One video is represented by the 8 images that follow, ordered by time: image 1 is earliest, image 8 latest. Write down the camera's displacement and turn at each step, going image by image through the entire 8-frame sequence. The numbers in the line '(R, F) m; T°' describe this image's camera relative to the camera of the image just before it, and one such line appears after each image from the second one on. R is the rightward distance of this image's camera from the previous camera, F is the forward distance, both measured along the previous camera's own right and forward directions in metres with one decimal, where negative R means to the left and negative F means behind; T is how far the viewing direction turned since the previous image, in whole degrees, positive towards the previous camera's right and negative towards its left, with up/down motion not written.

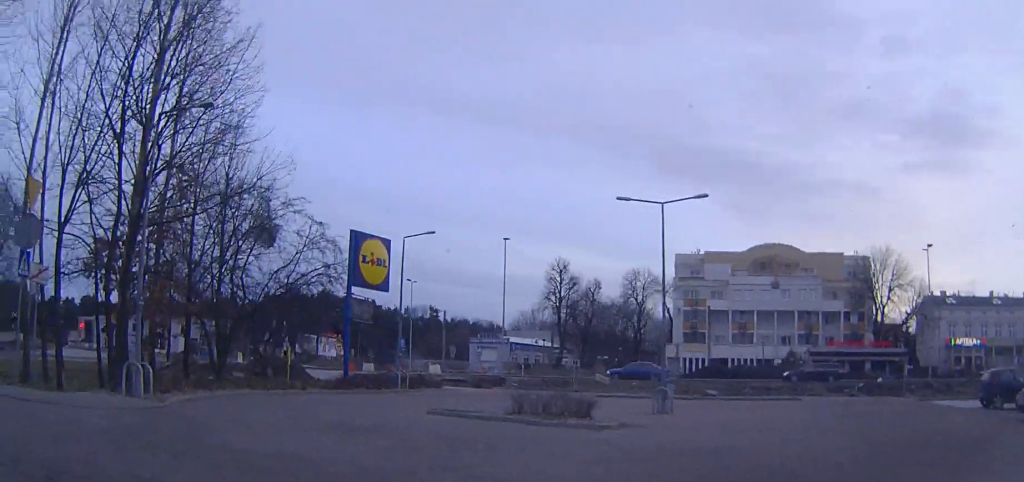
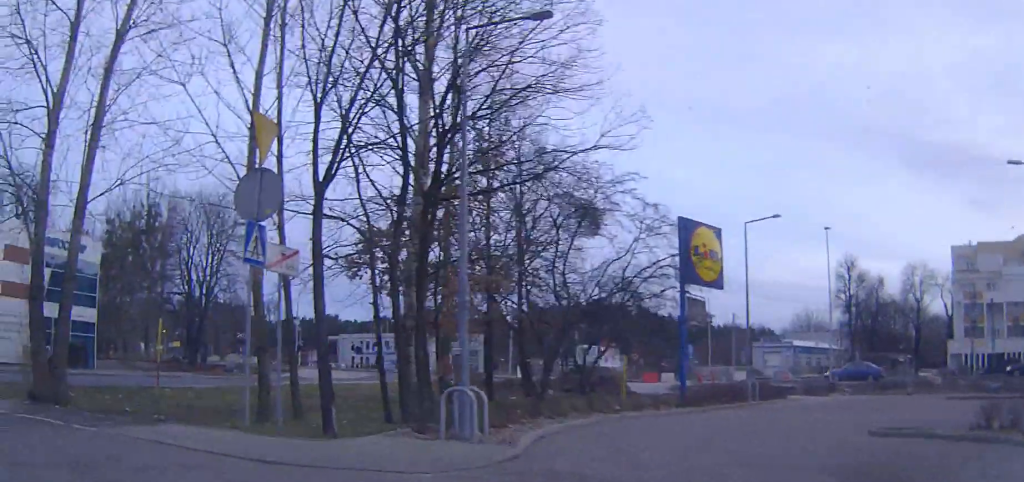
(-0.7, +5.7) m; -17°
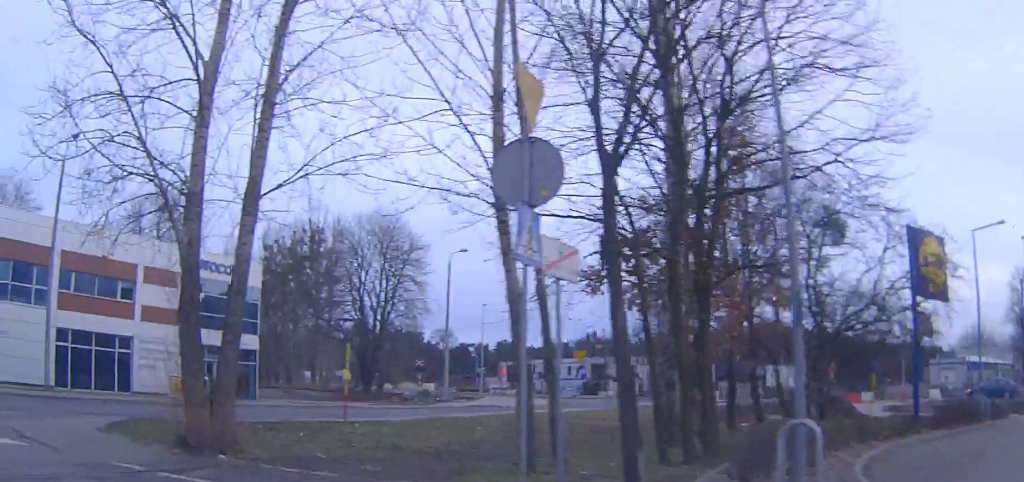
(-0.3, +3.1) m; -12°
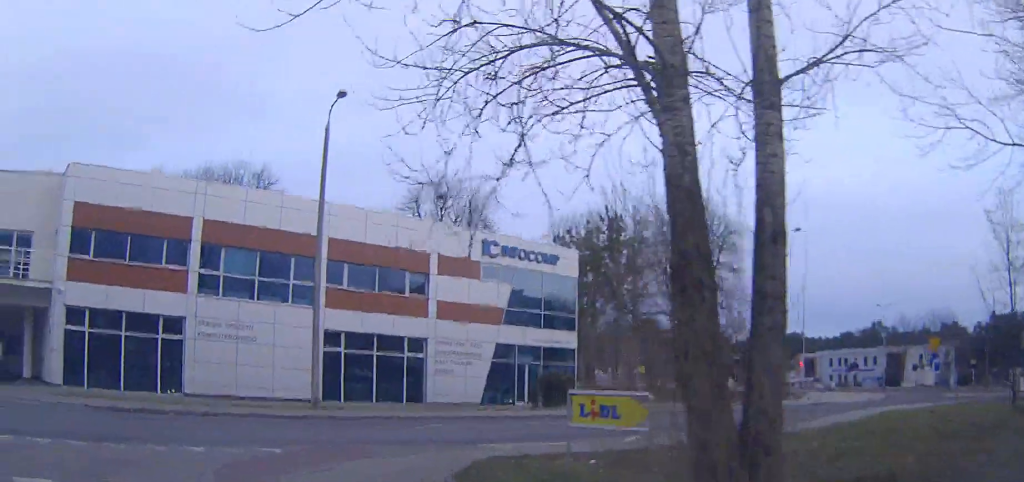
(-1.2, +5.5) m; -23°
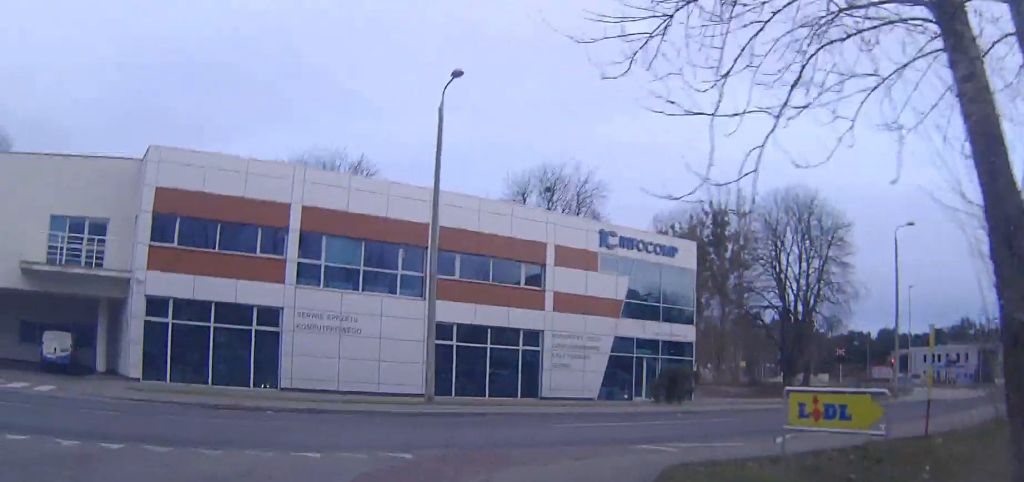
(-0.2, +2.1) m; -9°
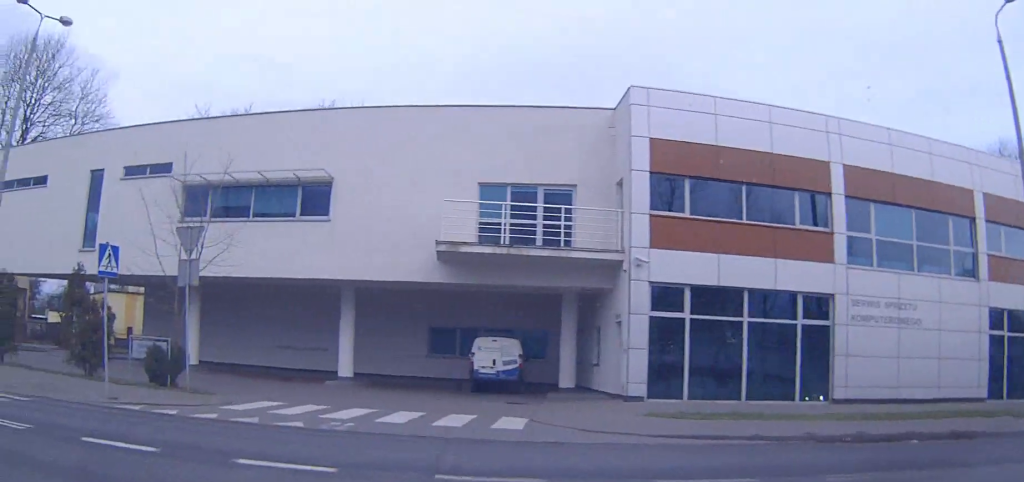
(-2.2, +7.8) m; -32°
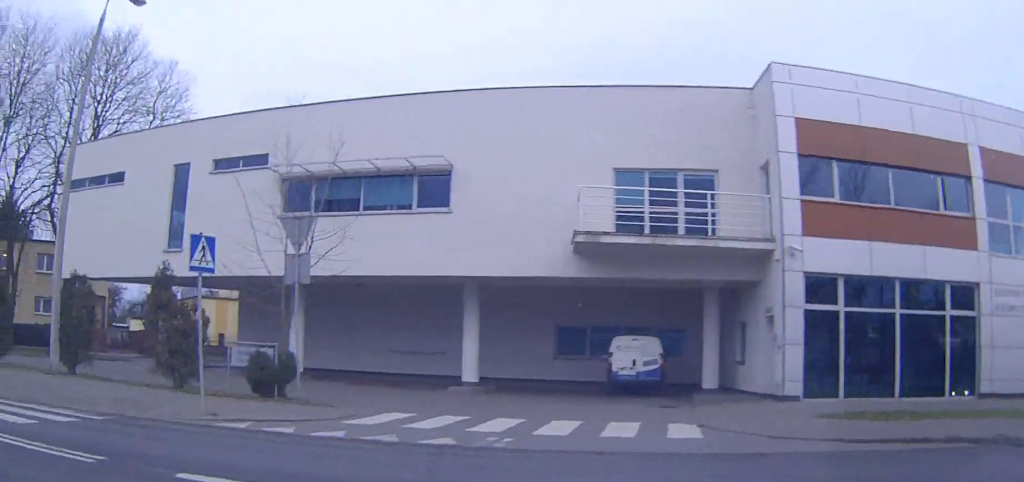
(-0.2, +1.9) m; -7°
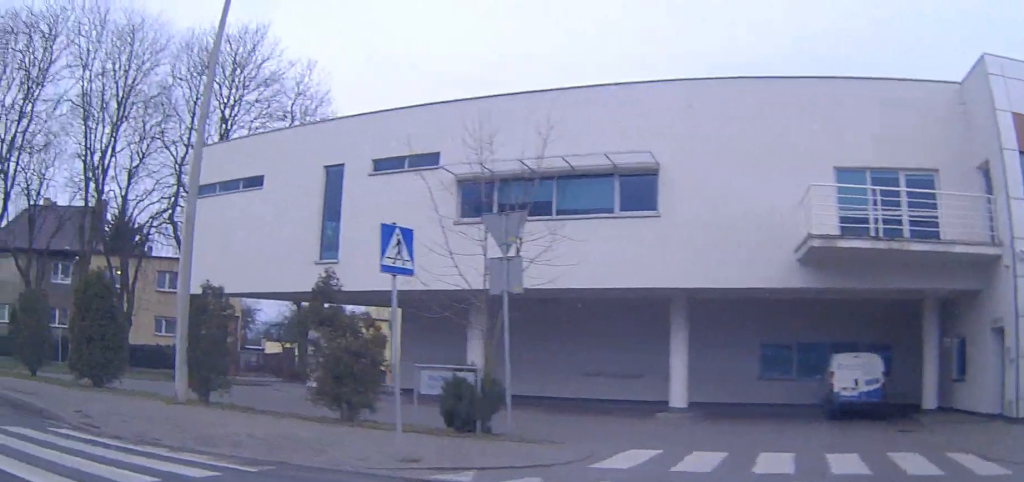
(-0.1, +2.6) m; -9°
